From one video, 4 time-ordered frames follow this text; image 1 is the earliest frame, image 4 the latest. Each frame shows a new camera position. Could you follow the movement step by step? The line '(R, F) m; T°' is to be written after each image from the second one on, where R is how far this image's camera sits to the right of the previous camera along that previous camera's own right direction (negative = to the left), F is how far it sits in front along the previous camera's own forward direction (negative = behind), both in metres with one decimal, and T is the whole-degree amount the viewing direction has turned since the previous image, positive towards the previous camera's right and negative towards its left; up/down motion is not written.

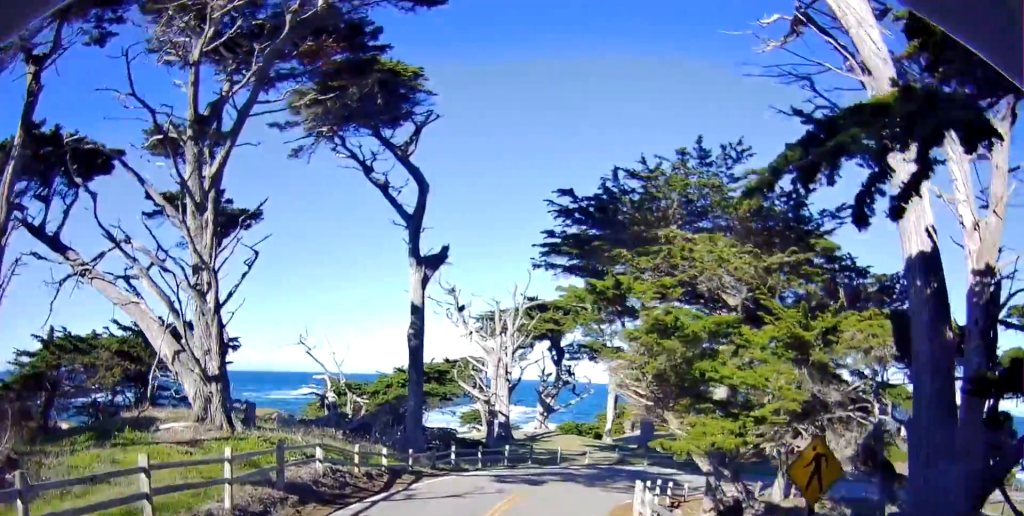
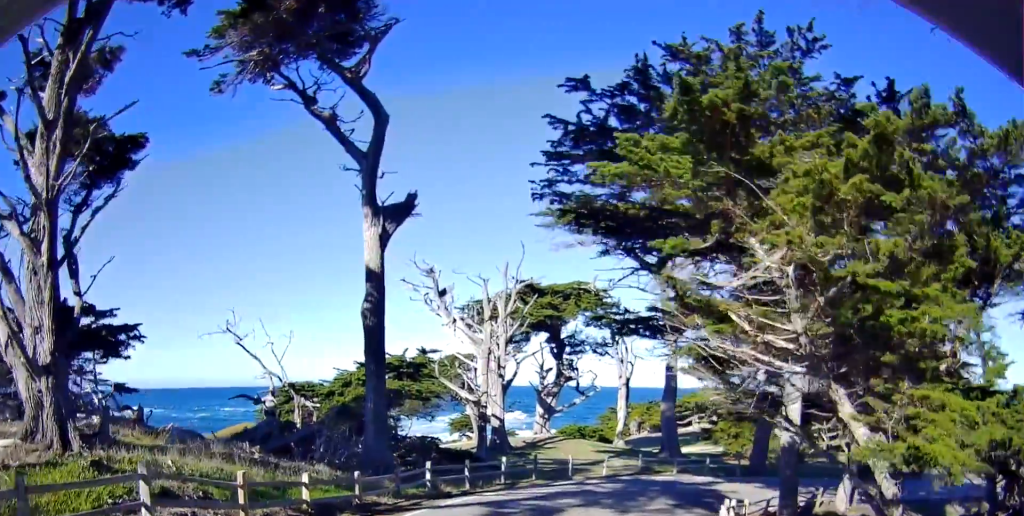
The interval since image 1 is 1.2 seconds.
(0.0, +6.9) m; 0°
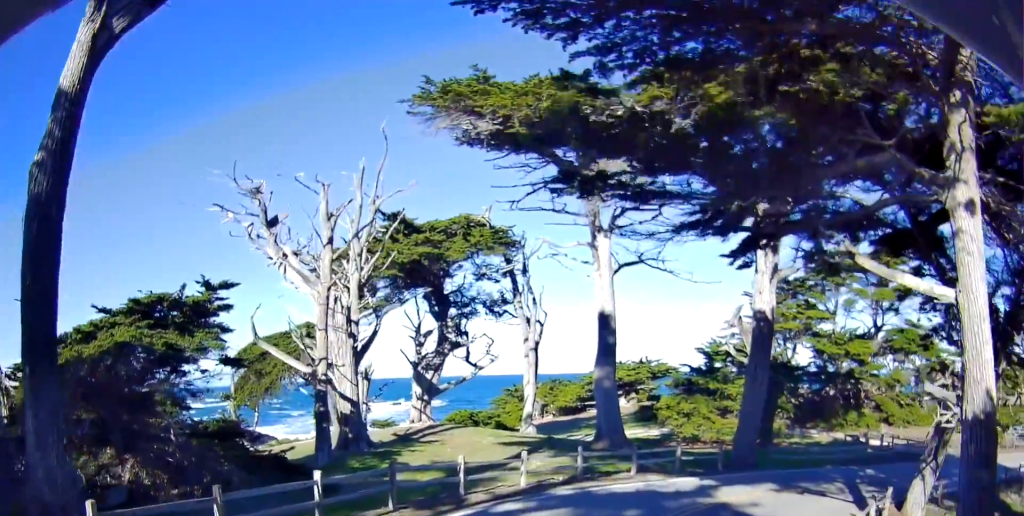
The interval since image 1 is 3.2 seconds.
(+0.8, +13.4) m; +12°
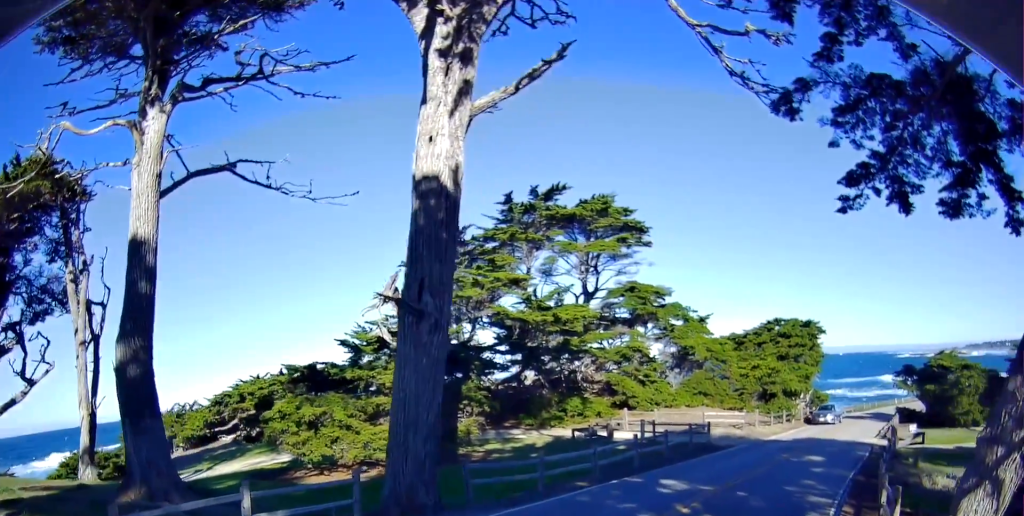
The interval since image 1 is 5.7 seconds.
(+2.4, +14.9) m; +16°
